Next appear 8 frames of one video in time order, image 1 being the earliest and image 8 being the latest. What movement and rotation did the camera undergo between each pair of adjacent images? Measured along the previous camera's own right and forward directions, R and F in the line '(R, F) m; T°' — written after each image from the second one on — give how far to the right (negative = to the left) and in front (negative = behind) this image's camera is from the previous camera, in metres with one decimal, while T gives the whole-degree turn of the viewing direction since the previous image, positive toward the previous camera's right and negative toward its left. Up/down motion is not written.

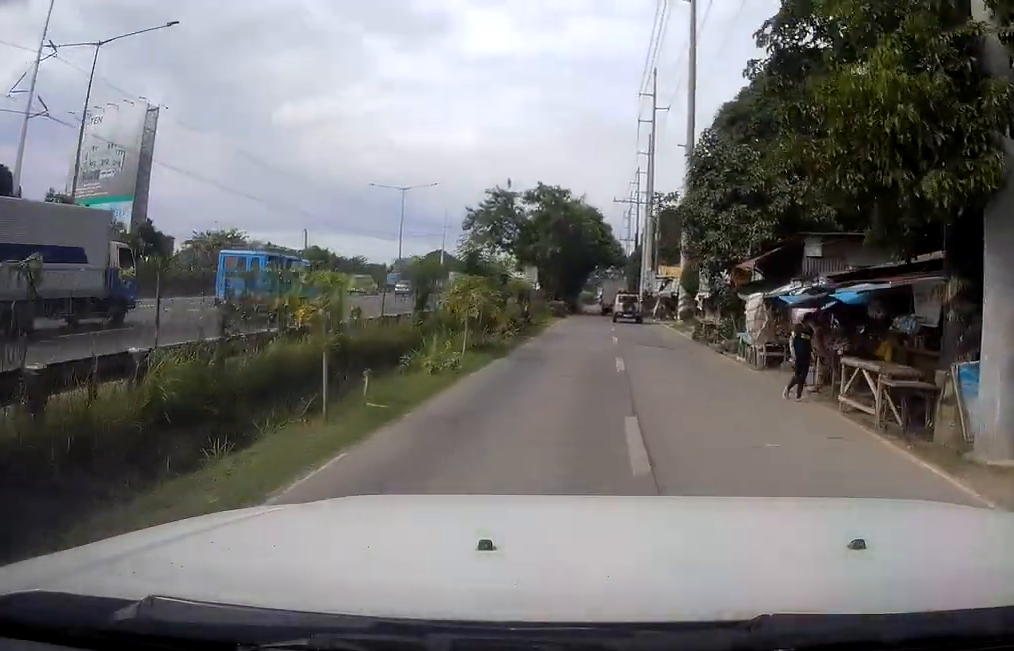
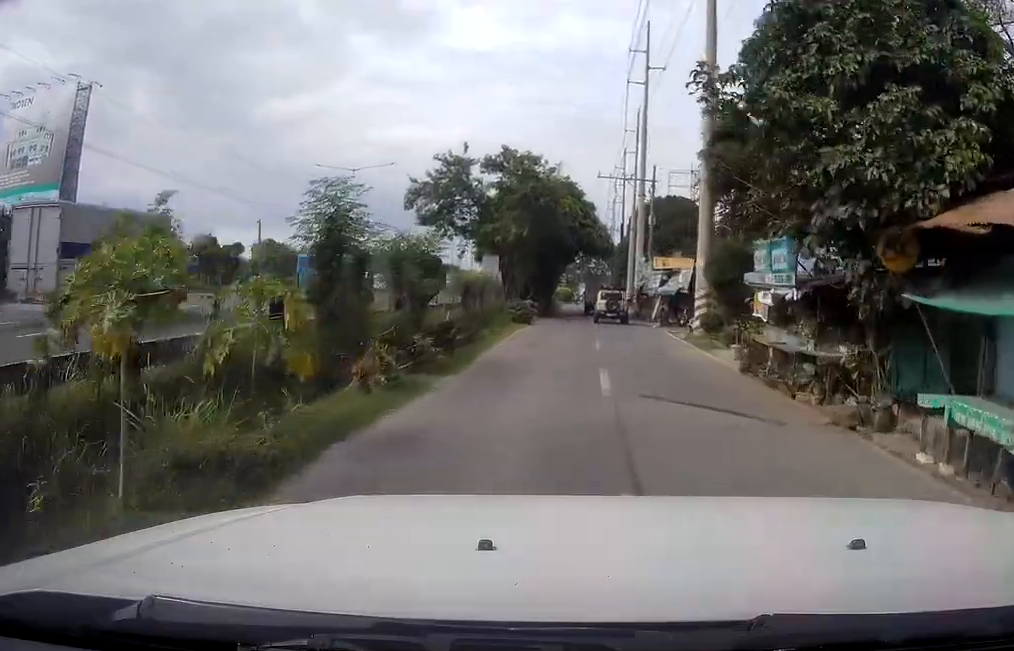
(+0.1, +13.6) m; +4°
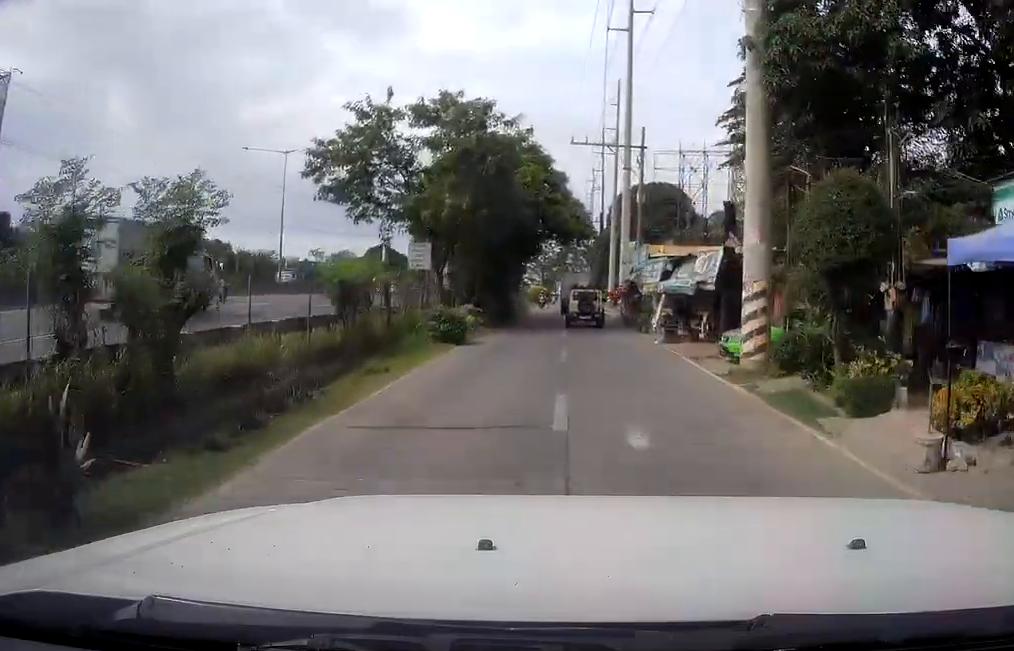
(+0.8, +13.2) m; +1°
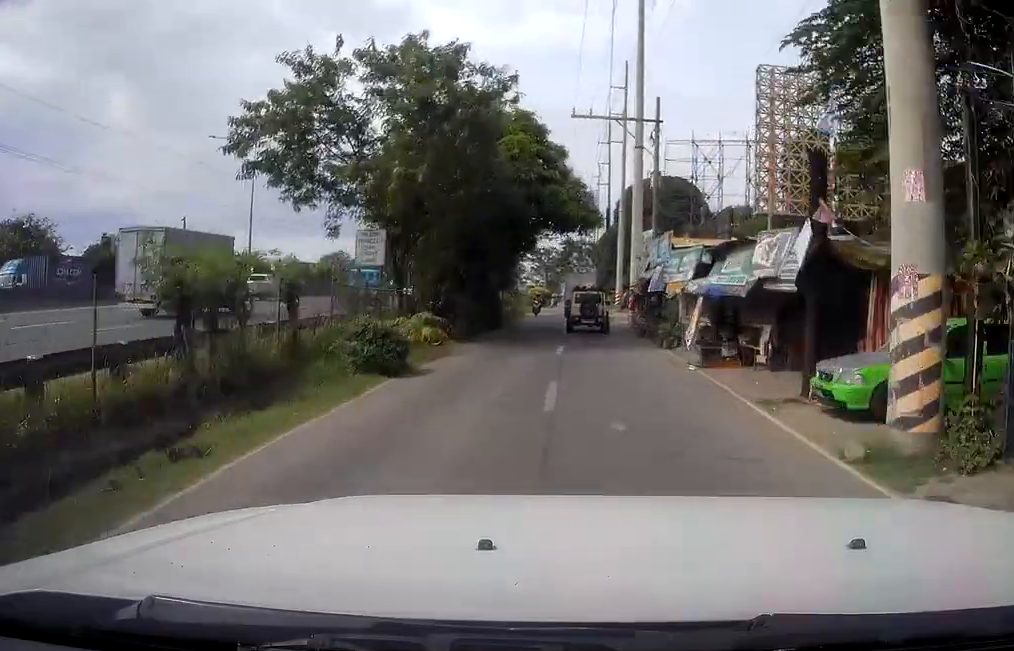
(-0.2, +7.9) m; -2°
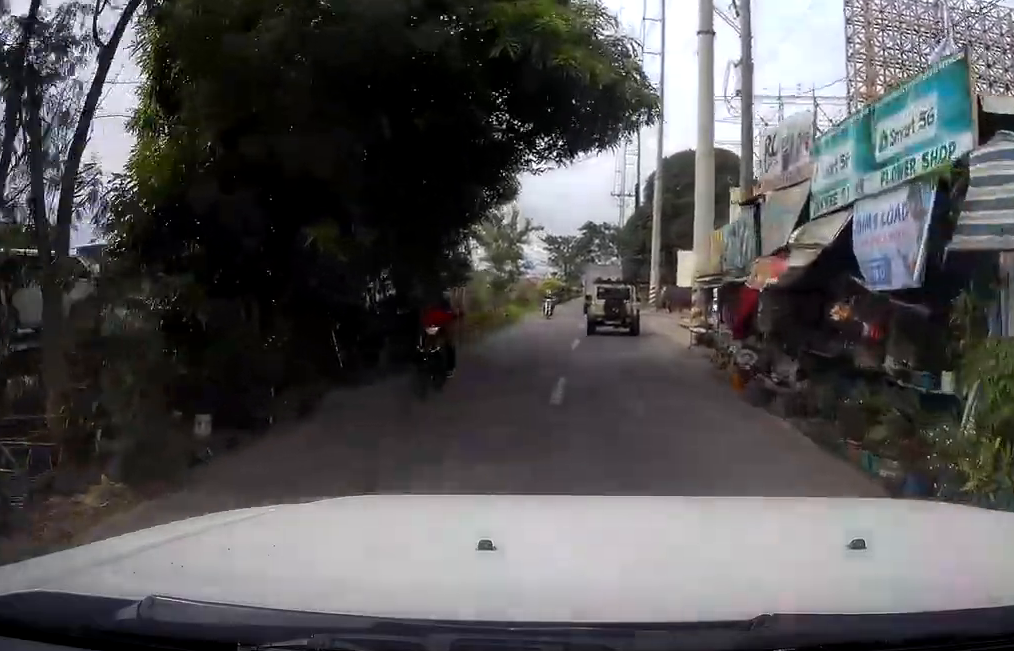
(-0.7, +18.8) m; +1°
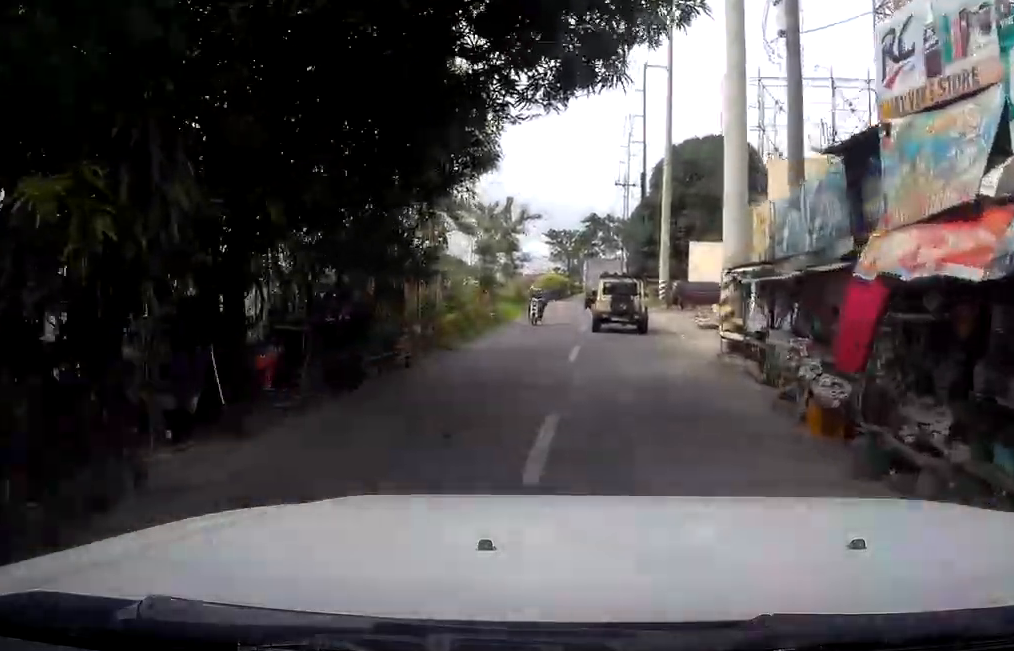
(+0.3, +4.6) m; 0°
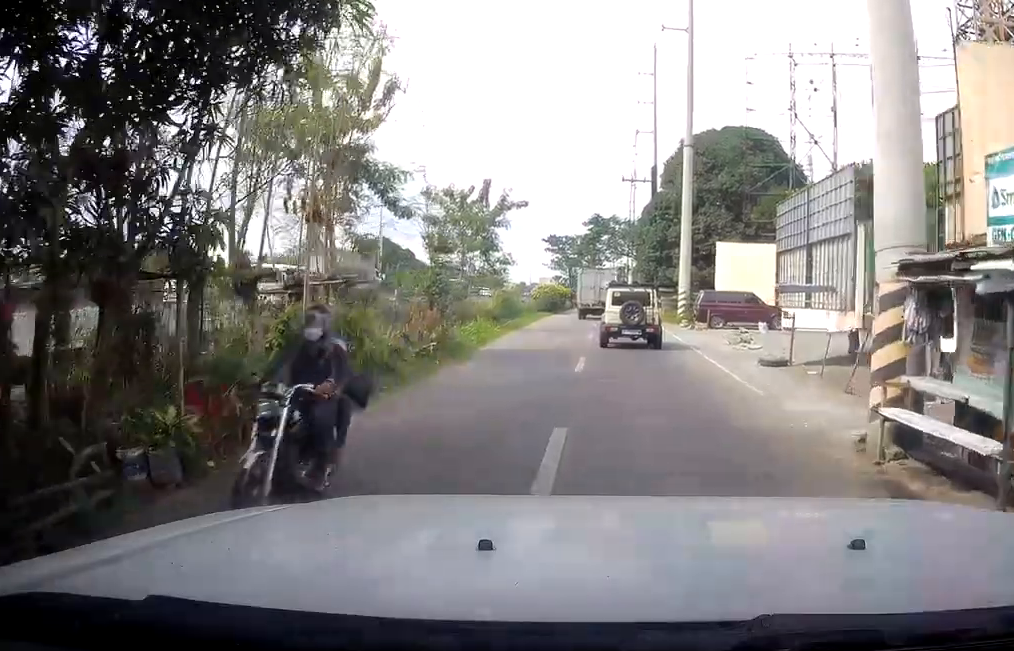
(0.0, +9.7) m; -1°
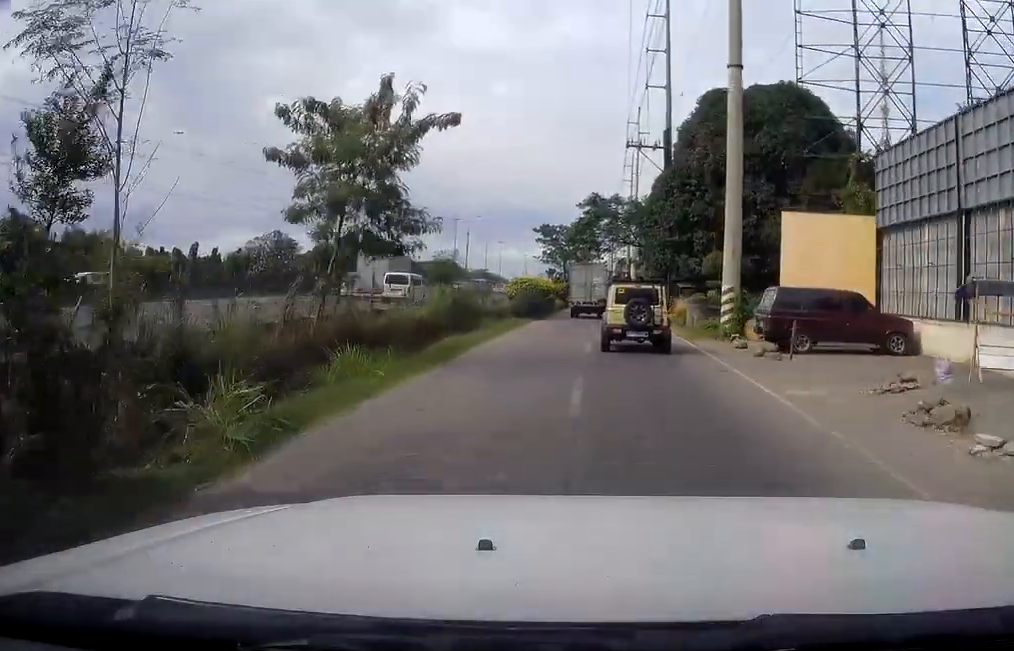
(+0.2, +14.8) m; 0°
